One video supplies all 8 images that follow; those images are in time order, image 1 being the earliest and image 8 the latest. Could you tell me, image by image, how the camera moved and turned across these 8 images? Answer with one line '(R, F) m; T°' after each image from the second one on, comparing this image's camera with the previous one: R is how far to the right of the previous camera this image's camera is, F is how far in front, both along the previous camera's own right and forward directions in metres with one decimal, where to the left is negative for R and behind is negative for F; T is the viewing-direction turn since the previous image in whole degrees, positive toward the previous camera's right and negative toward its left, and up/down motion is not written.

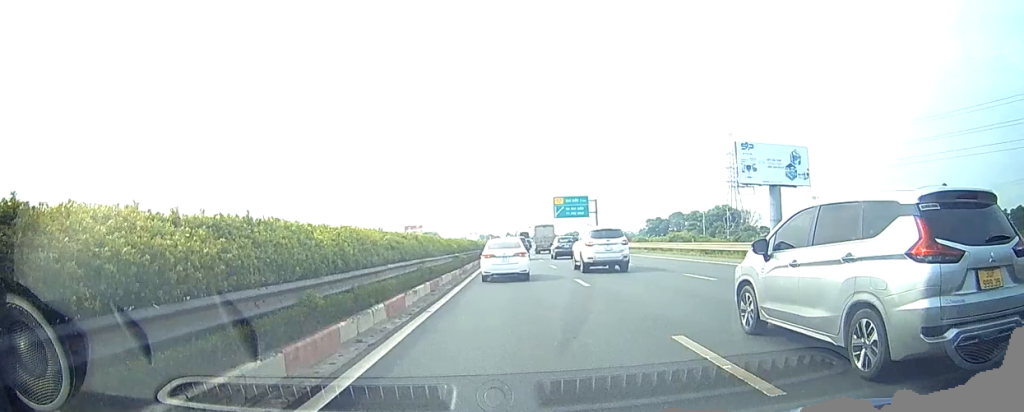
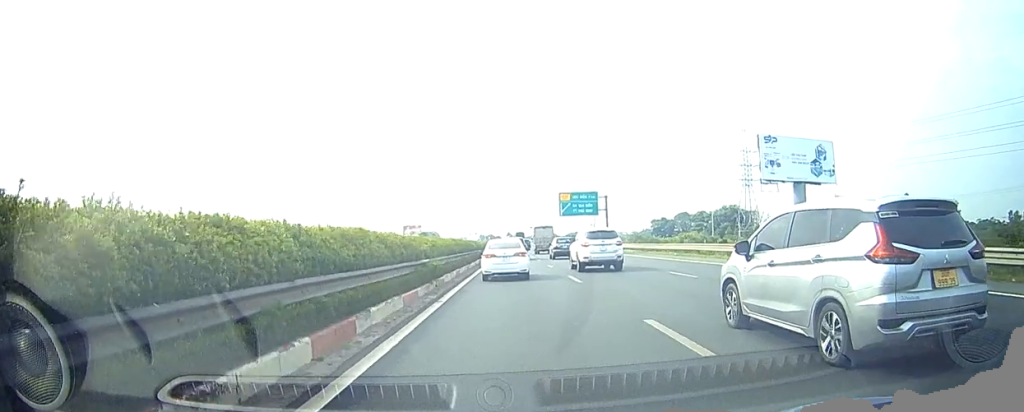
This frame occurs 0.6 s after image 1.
(0.0, +11.4) m; 0°
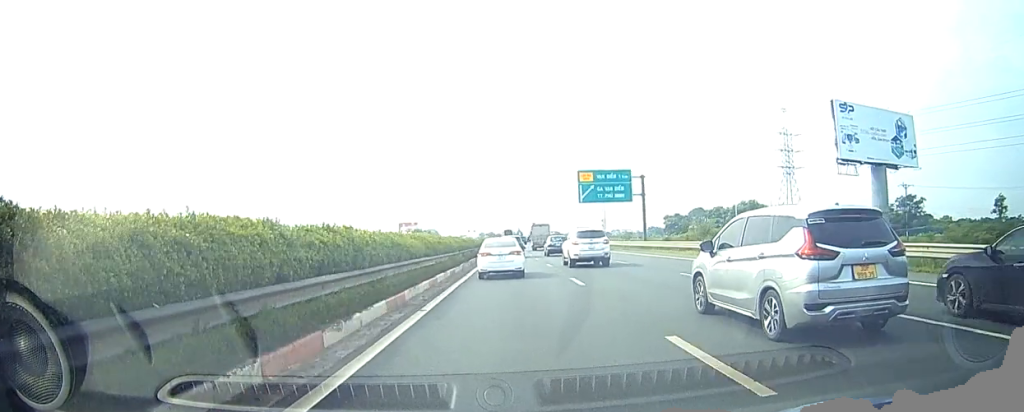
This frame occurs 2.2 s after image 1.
(-0.5, +26.8) m; -2°
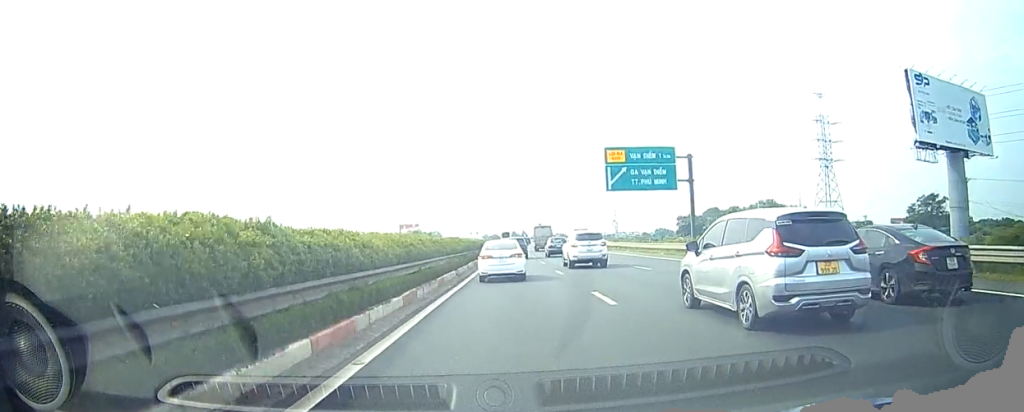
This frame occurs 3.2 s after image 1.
(-0.1, +16.2) m; 0°
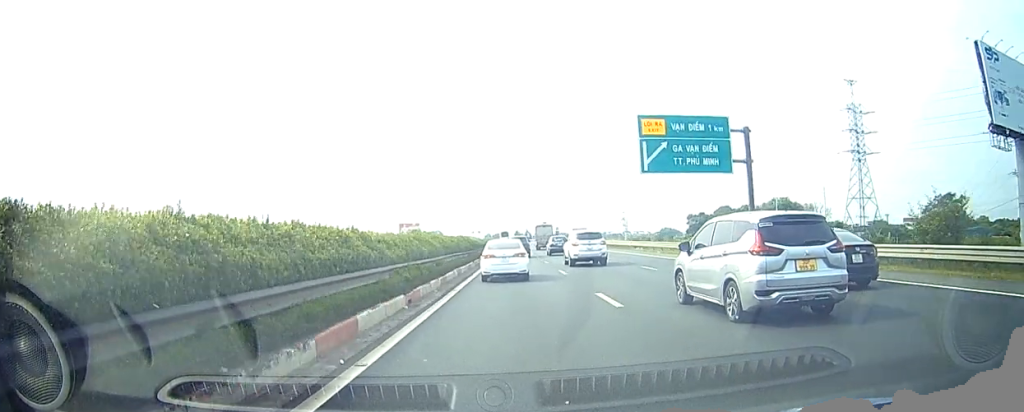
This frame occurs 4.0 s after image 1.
(0.0, +12.3) m; 0°
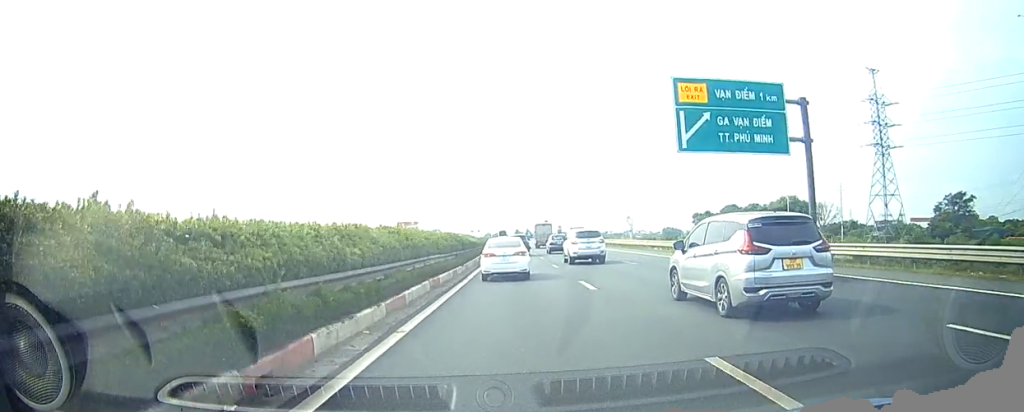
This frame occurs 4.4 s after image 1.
(0.0, +7.8) m; 0°
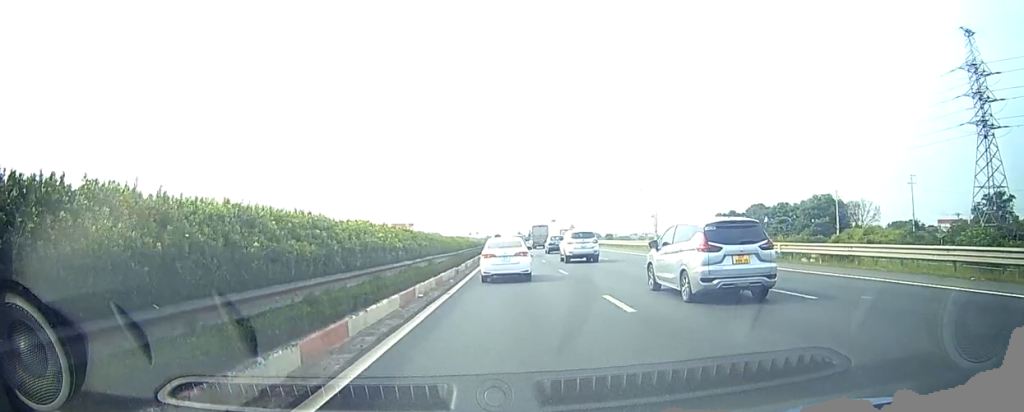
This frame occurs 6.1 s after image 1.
(0.0, +27.7) m; 0°
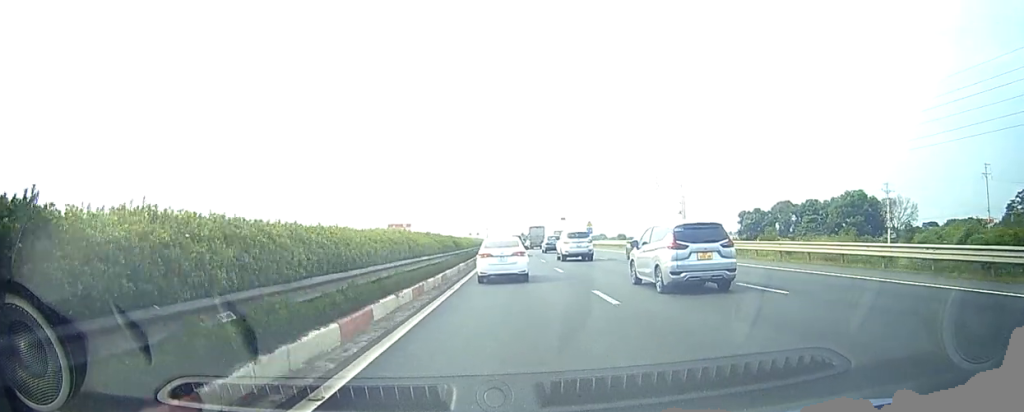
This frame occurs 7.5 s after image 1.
(-0.2, +22.0) m; -1°
